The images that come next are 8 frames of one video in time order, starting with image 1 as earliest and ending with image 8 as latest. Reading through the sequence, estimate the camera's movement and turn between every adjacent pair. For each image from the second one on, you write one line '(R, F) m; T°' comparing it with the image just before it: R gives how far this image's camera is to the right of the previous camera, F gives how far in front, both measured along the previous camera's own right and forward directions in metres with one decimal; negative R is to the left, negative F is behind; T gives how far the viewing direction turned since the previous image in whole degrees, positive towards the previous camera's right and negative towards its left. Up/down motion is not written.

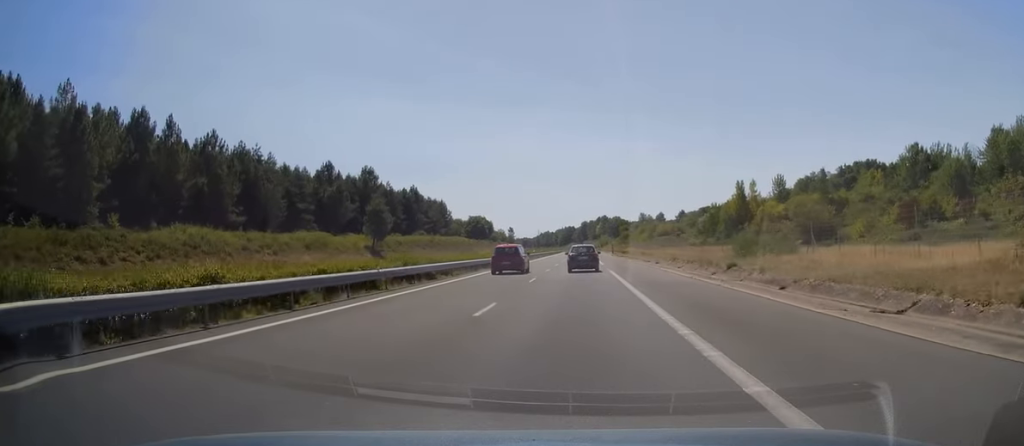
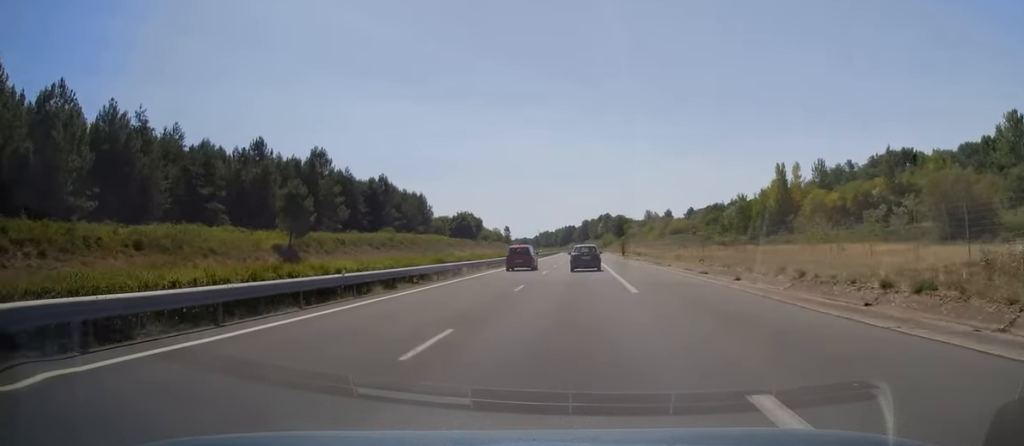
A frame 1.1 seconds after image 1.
(0.0, +31.6) m; 0°
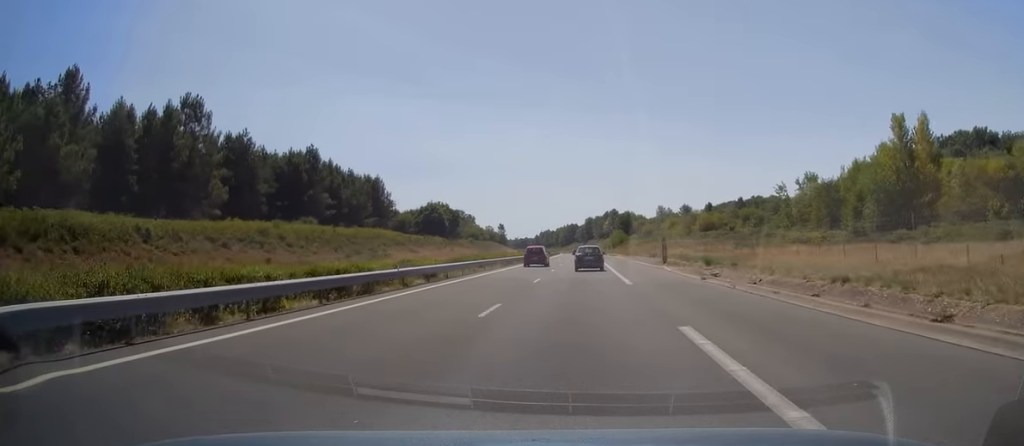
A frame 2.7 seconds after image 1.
(-0.2, +47.3) m; -1°
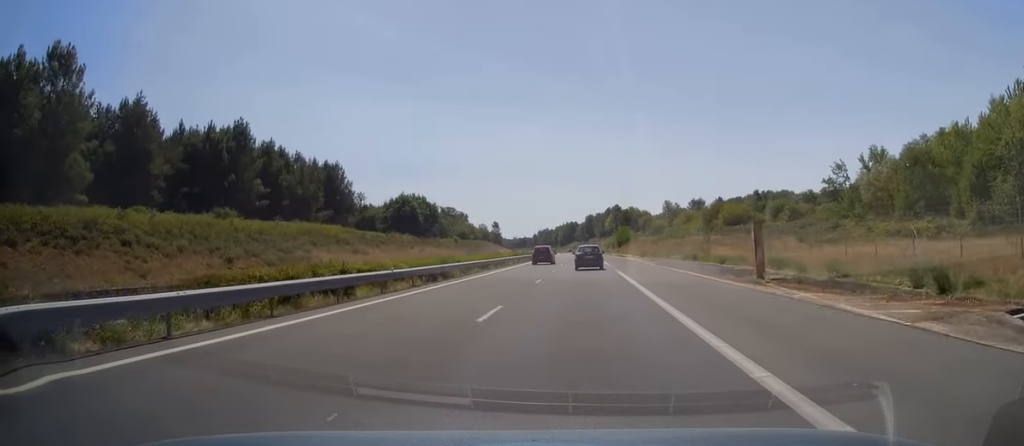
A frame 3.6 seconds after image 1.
(-0.2, +27.1) m; 0°
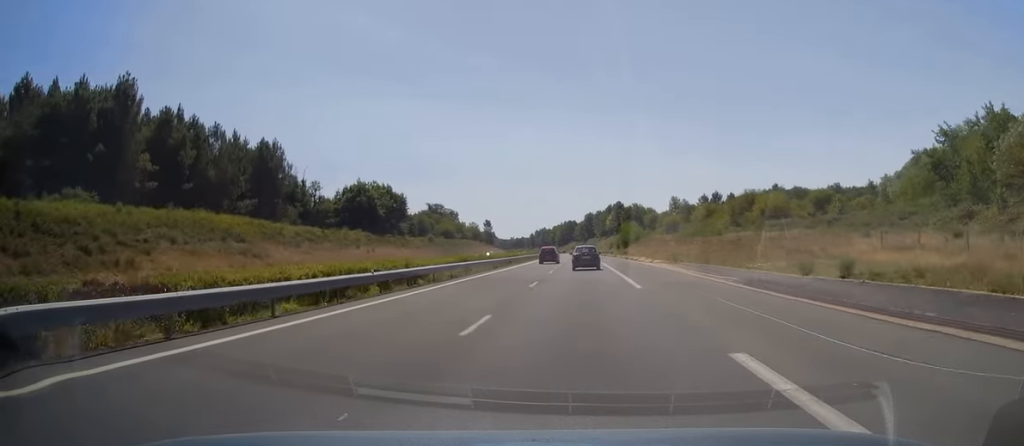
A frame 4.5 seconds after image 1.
(+0.2, +28.1) m; +1°
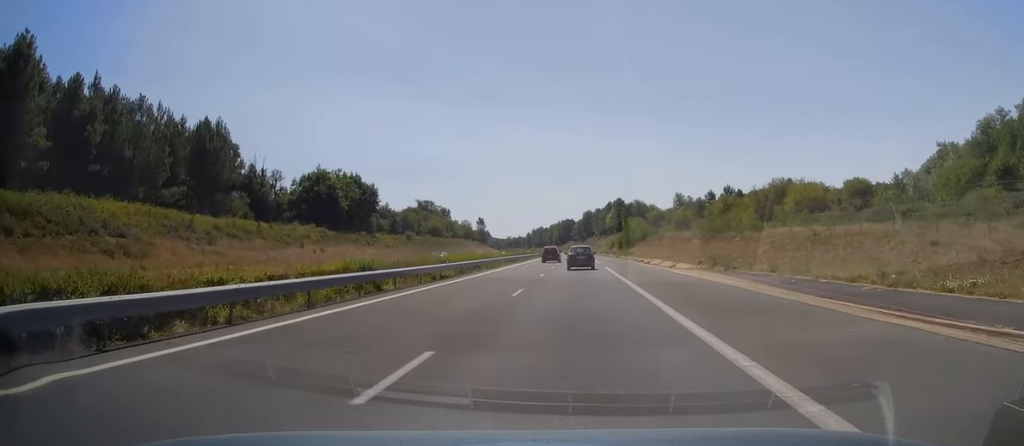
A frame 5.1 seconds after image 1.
(0.0, +17.8) m; 0°
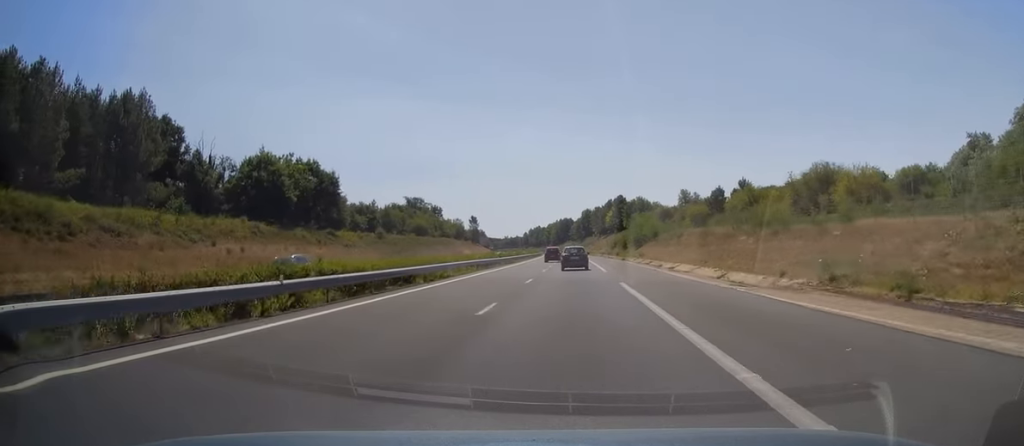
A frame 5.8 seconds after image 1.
(0.0, +18.3) m; 0°
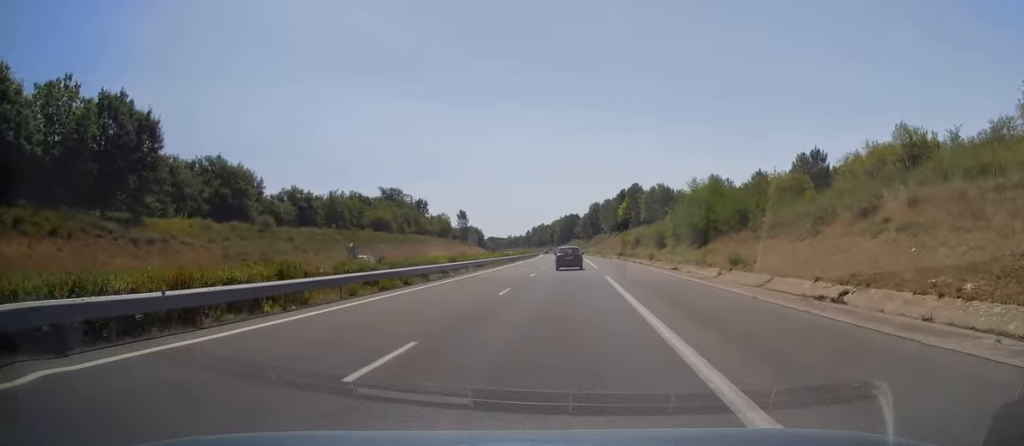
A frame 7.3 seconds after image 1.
(-0.4, +46.4) m; -1°
